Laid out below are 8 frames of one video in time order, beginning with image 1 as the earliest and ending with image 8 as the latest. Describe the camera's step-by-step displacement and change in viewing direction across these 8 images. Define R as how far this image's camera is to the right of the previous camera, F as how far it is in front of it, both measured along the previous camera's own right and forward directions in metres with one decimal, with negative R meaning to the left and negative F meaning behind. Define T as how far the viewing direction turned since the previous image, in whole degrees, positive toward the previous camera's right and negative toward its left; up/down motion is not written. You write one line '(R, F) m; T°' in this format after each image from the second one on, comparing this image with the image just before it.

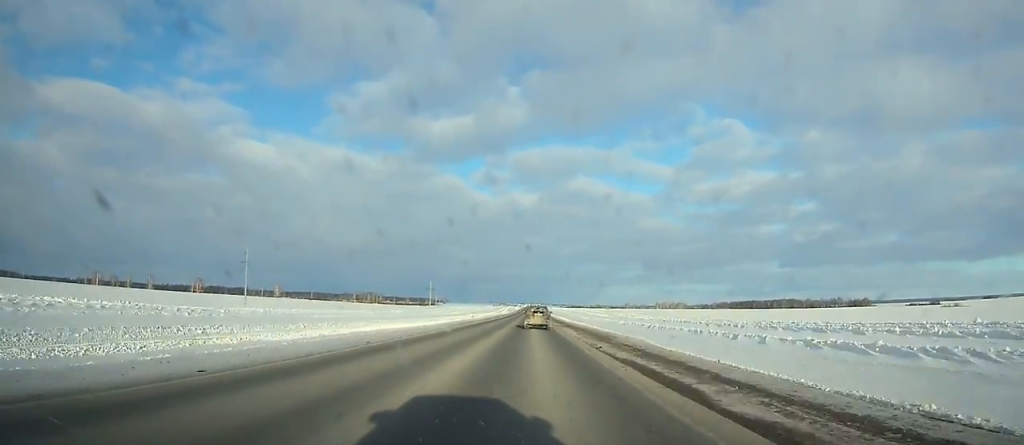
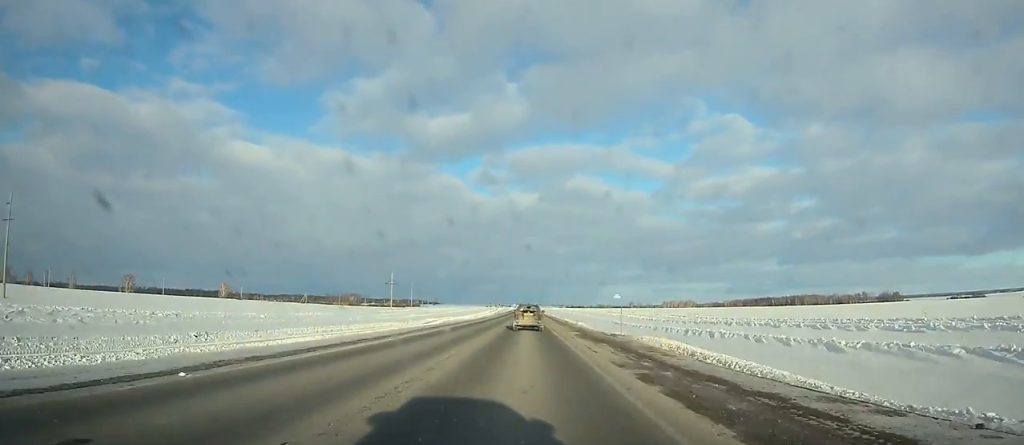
(+0.3, +99.4) m; 0°
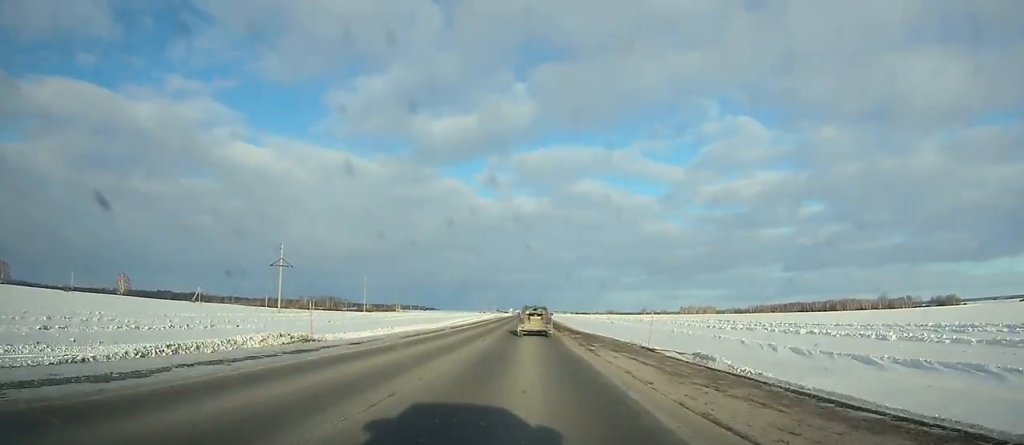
(-0.2, +133.4) m; 0°
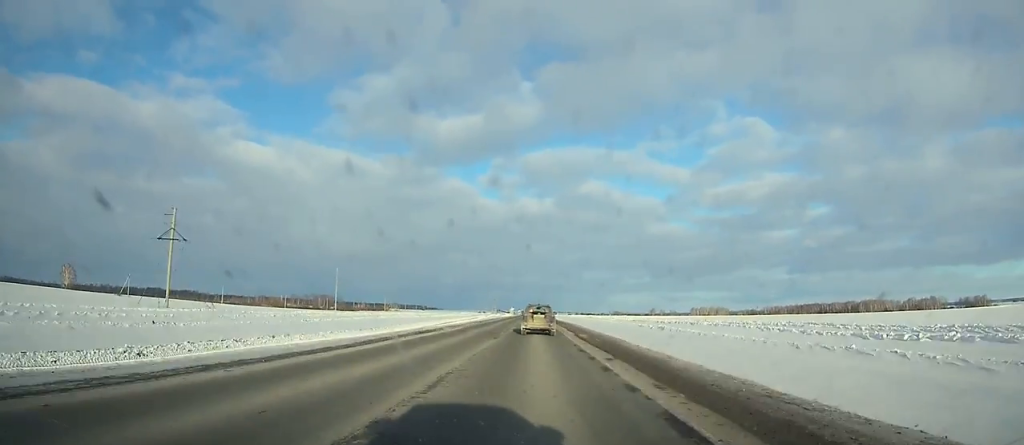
(-0.1, +54.3) m; 0°
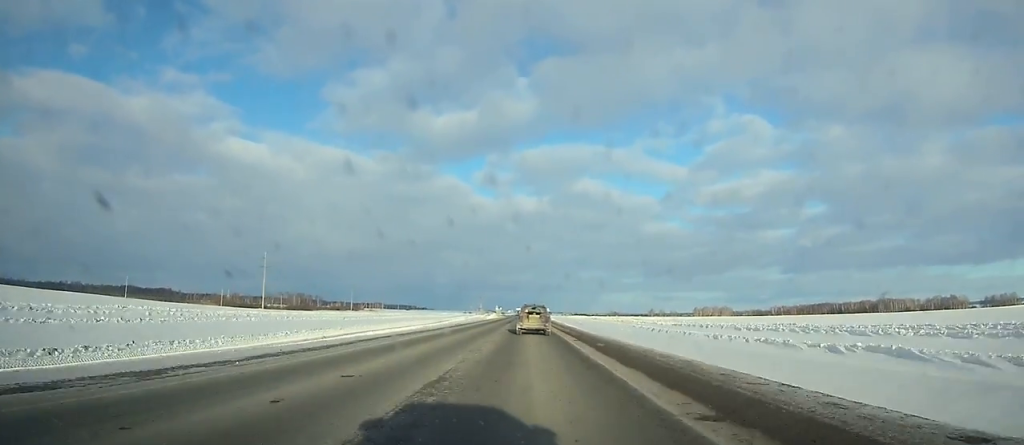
(0.0, +68.0) m; 0°
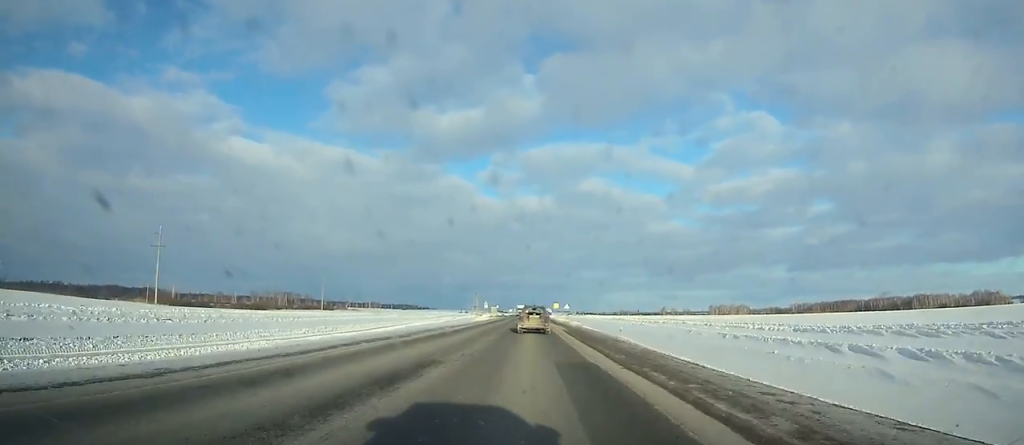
(+0.4, +64.6) m; 0°
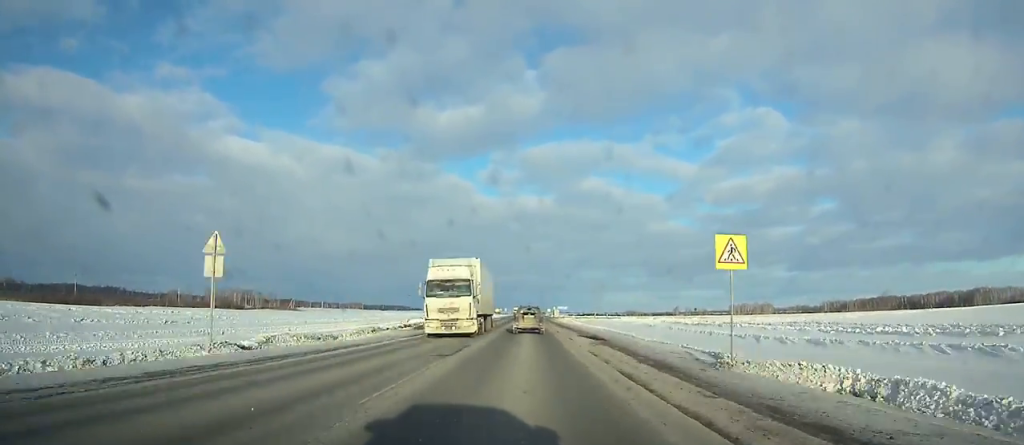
(-0.4, +112.8) m; 0°
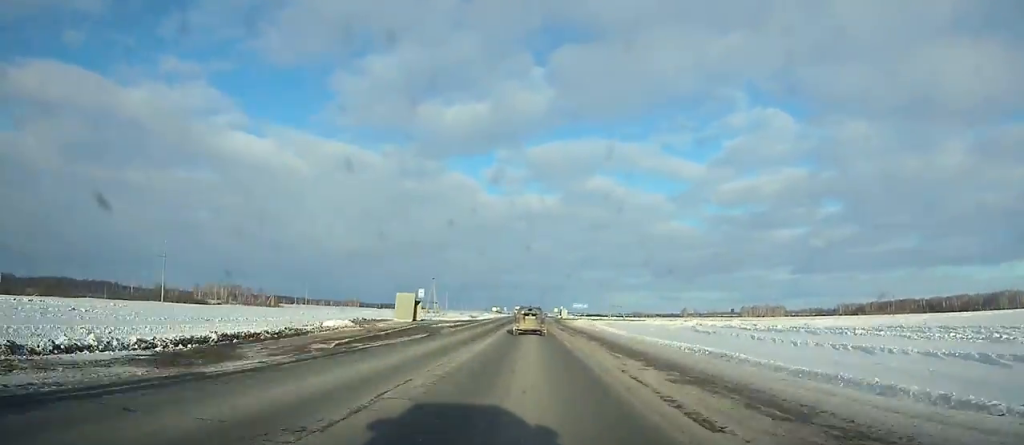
(0.0, +35.2) m; 0°
